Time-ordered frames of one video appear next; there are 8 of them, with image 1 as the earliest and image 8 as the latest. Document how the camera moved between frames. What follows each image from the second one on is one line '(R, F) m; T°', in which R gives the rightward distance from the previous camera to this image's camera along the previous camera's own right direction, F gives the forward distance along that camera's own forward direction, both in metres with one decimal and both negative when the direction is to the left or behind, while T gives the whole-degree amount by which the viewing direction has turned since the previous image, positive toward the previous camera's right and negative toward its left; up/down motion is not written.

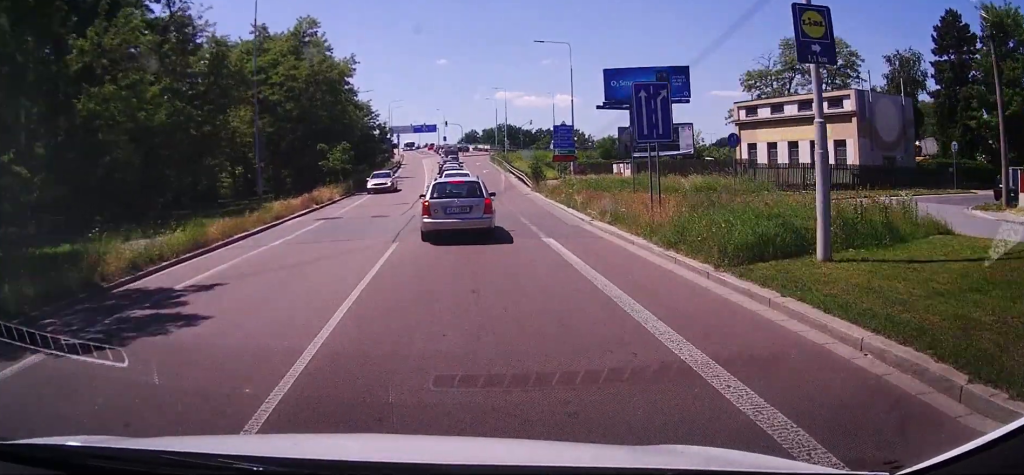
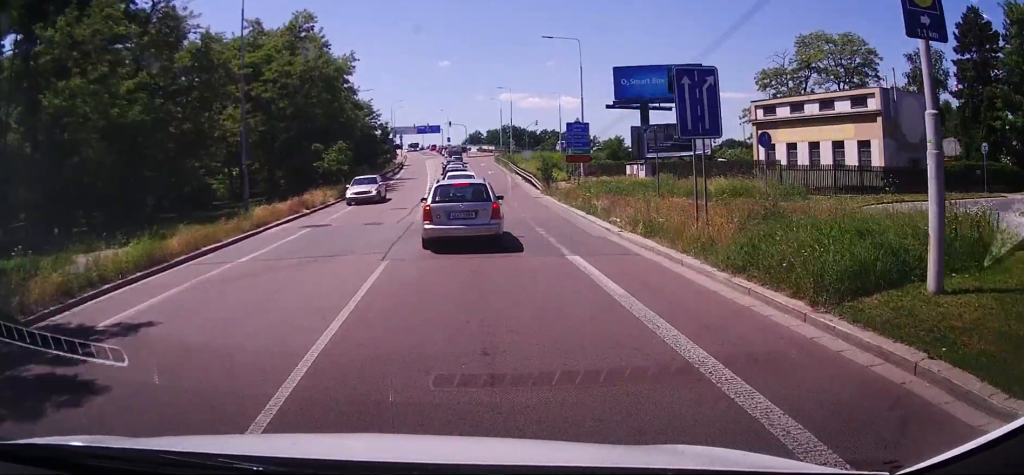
(0.0, +2.9) m; 0°
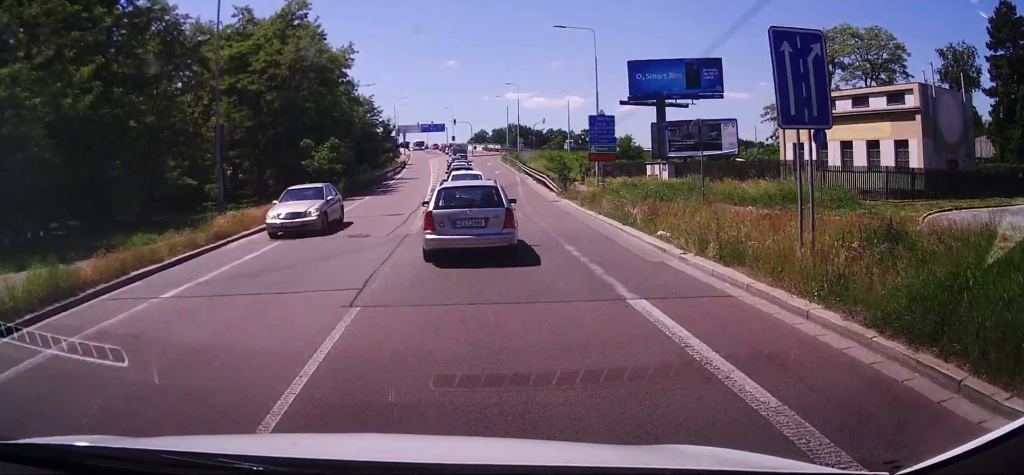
(0.0, +4.0) m; 0°
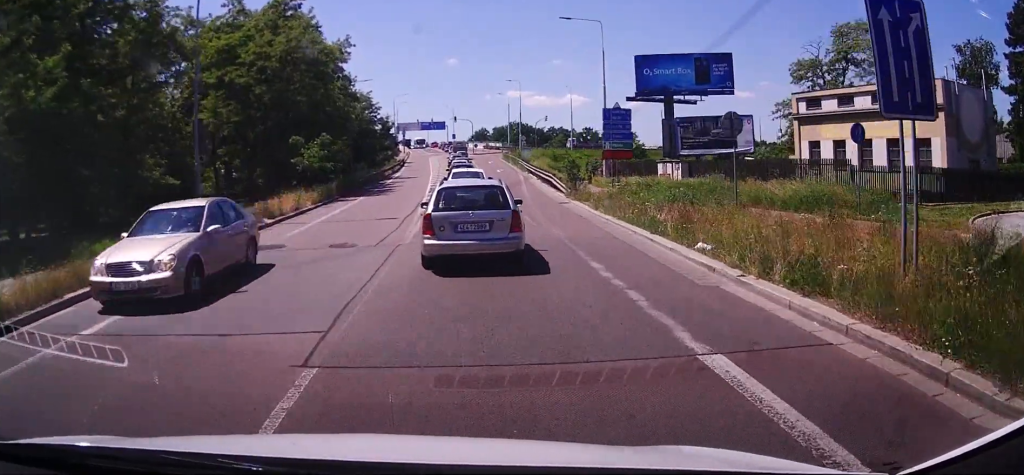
(0.0, +2.7) m; 0°
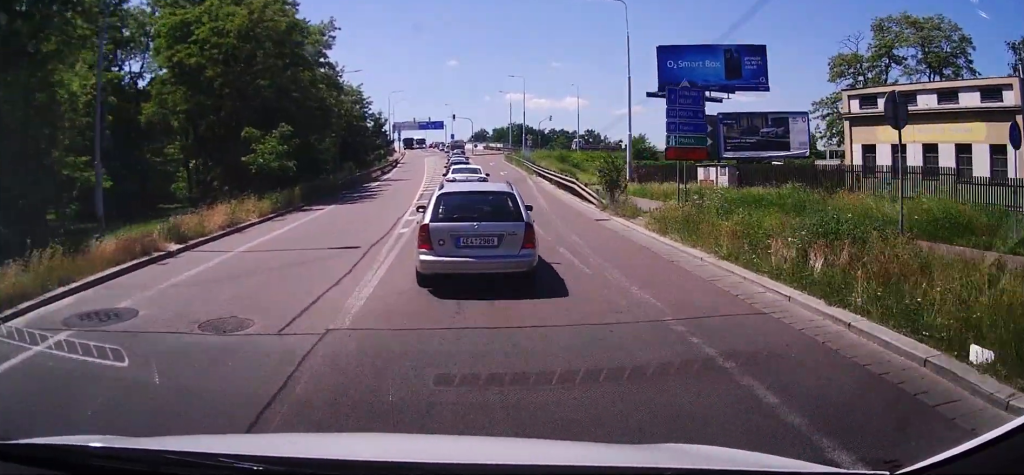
(+0.2, +8.0) m; +3°
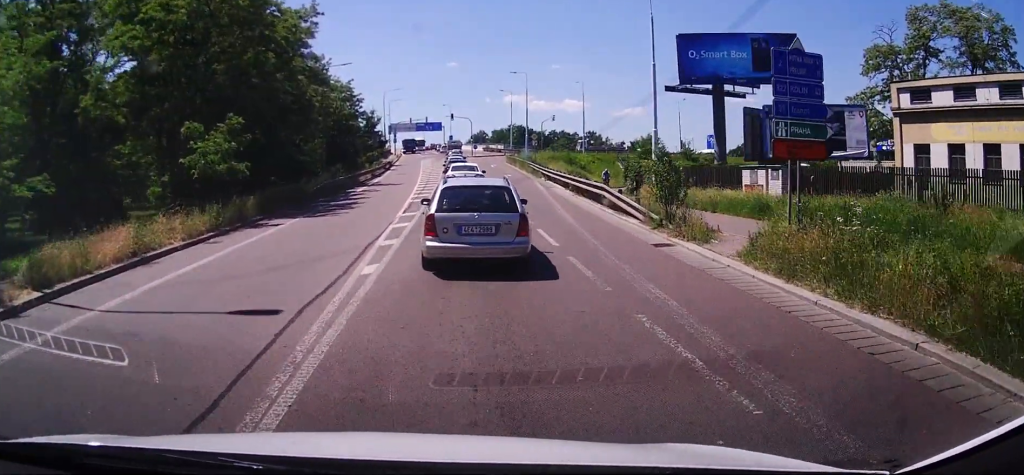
(+0.1, +6.1) m; +1°
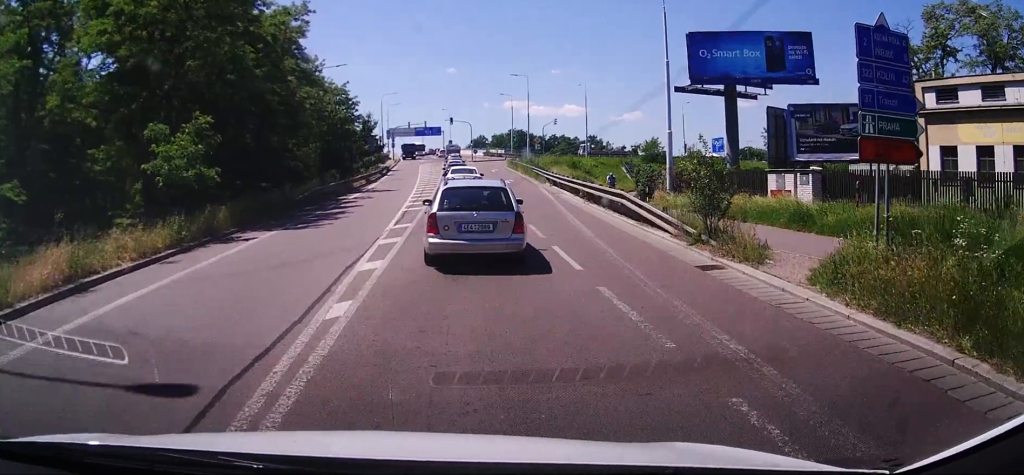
(0.0, +2.6) m; +1°
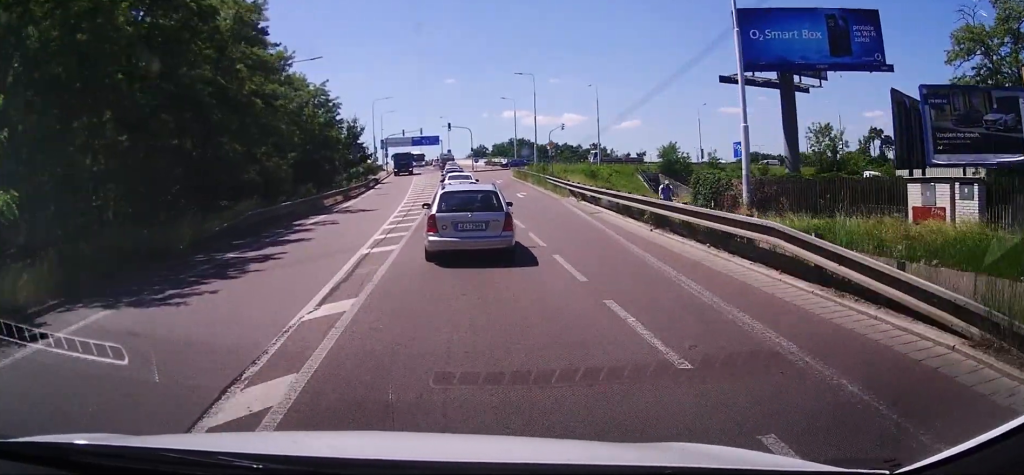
(+0.3, +8.8) m; +3°
